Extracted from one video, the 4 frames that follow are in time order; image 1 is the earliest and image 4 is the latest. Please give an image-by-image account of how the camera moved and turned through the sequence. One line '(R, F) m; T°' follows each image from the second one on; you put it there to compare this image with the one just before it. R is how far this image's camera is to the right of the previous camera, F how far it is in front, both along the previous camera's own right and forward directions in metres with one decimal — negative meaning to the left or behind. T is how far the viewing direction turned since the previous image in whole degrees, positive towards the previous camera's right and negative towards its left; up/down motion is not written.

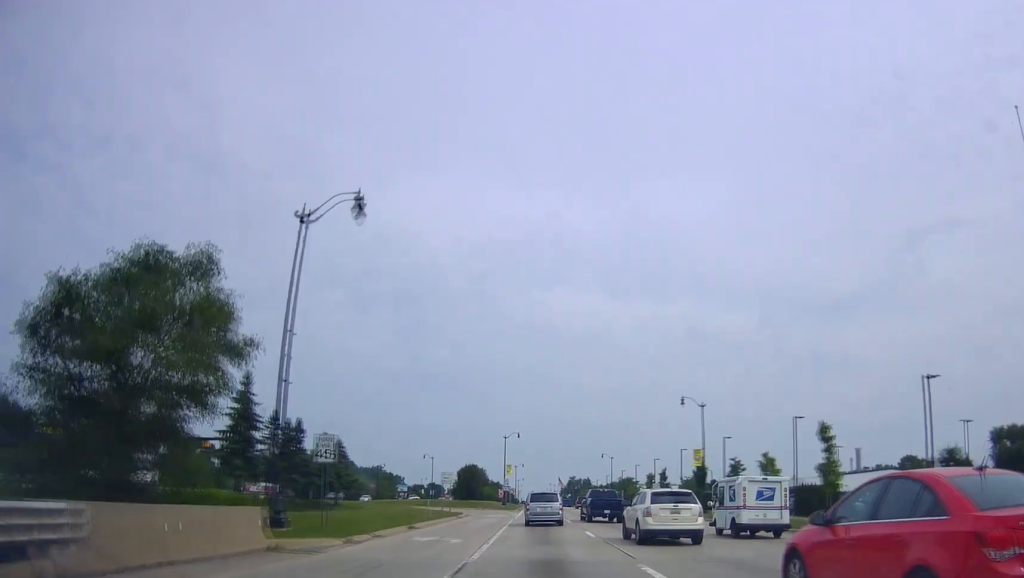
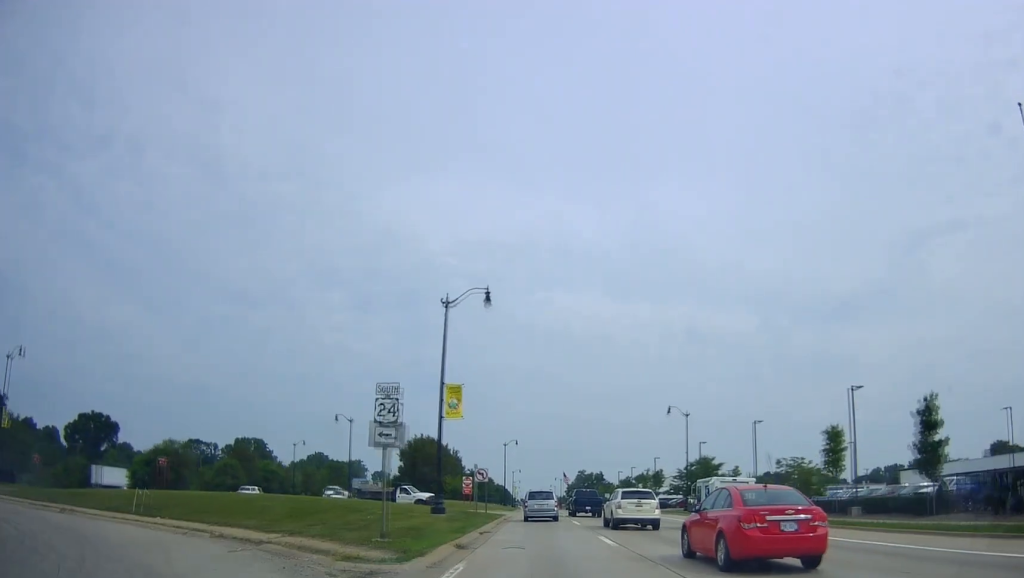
(-1.6, +66.1) m; 0°
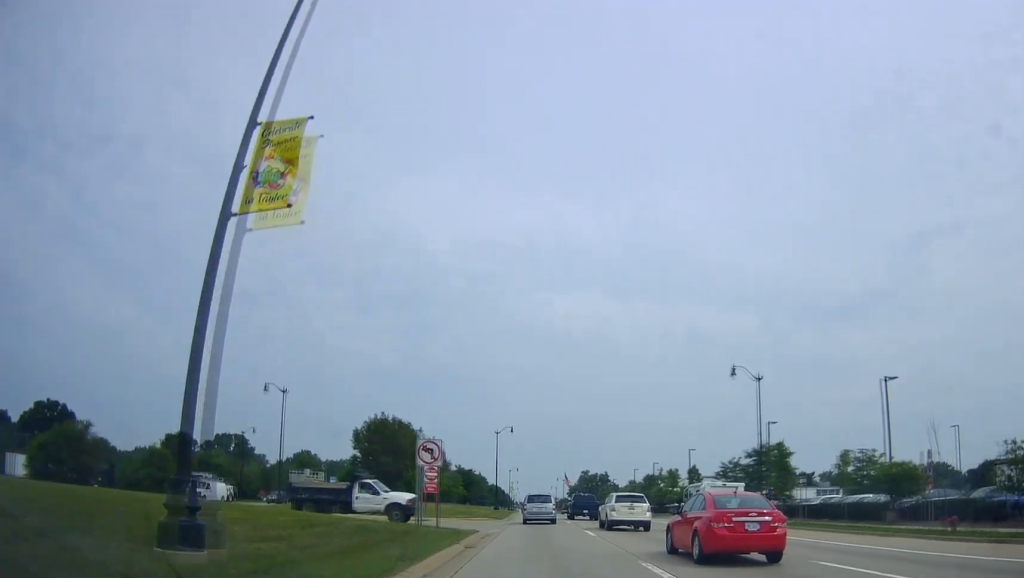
(0.0, +22.0) m; 0°
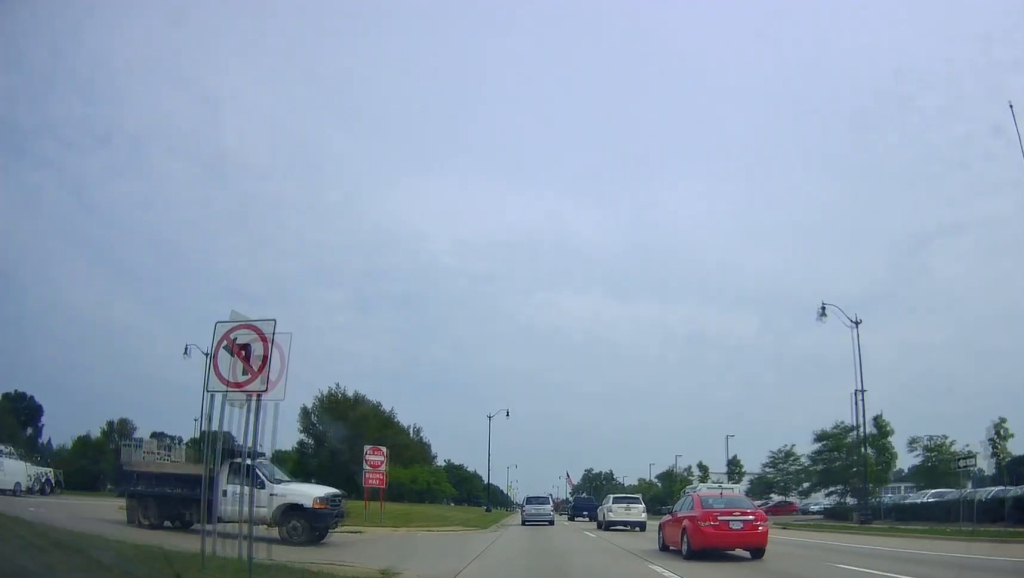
(0.0, +14.8) m; -2°
